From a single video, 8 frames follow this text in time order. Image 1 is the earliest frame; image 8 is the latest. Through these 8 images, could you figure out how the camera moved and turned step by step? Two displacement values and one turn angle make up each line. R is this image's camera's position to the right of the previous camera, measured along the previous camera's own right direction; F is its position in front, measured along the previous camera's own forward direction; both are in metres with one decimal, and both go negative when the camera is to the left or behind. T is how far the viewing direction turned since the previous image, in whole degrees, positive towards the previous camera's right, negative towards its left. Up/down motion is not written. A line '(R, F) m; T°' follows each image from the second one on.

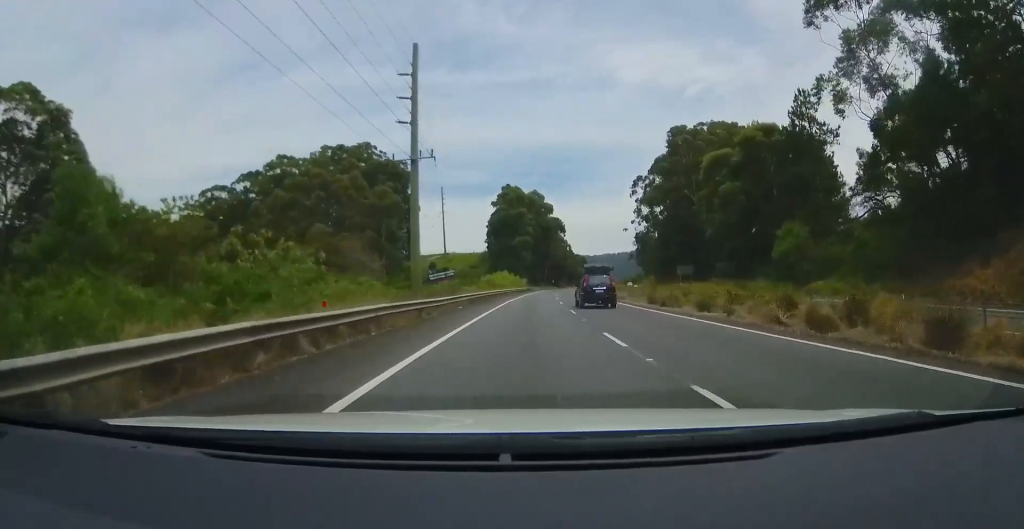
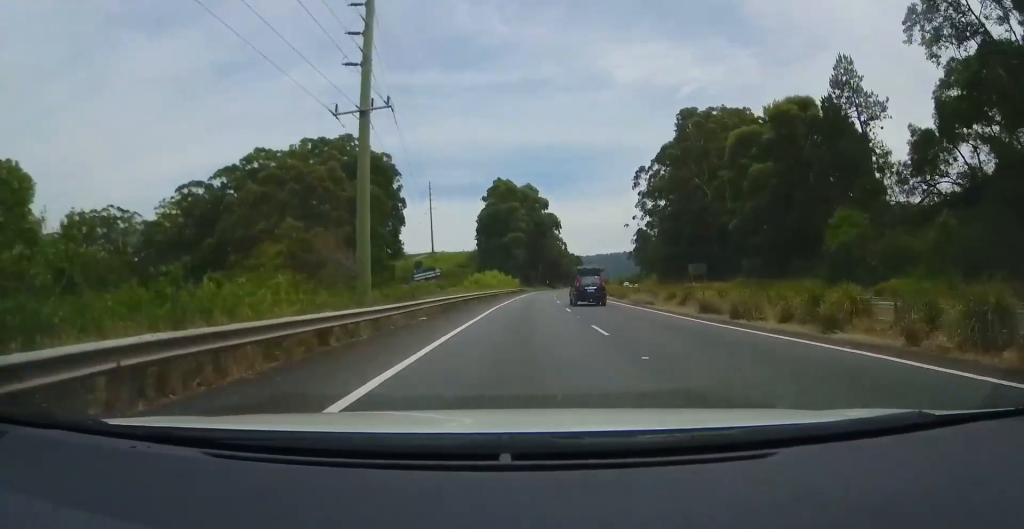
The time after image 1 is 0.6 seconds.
(-0.3, +9.7) m; 0°
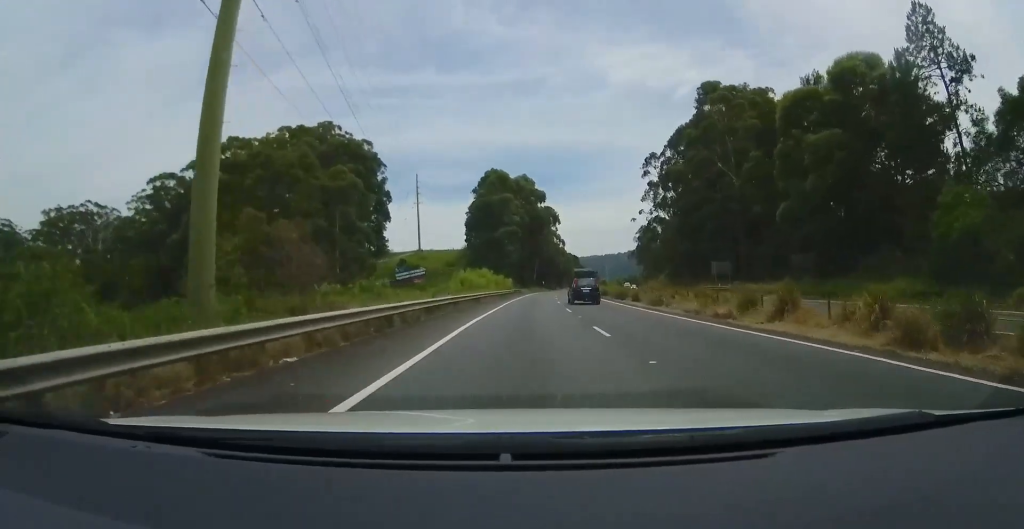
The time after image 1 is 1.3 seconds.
(+0.1, +12.5) m; +1°
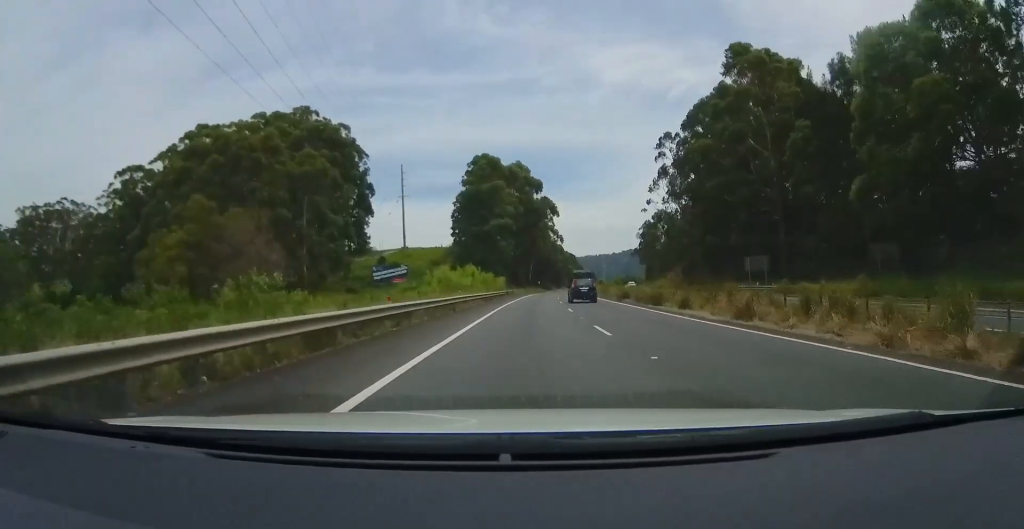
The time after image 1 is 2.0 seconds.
(+0.1, +11.7) m; +1°
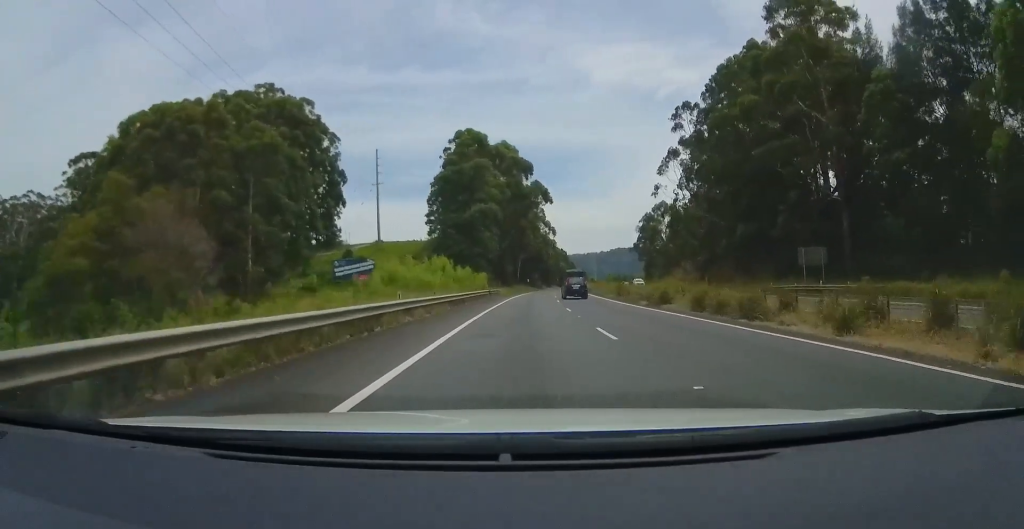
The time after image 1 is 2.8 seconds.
(-0.1, +13.8) m; +1°
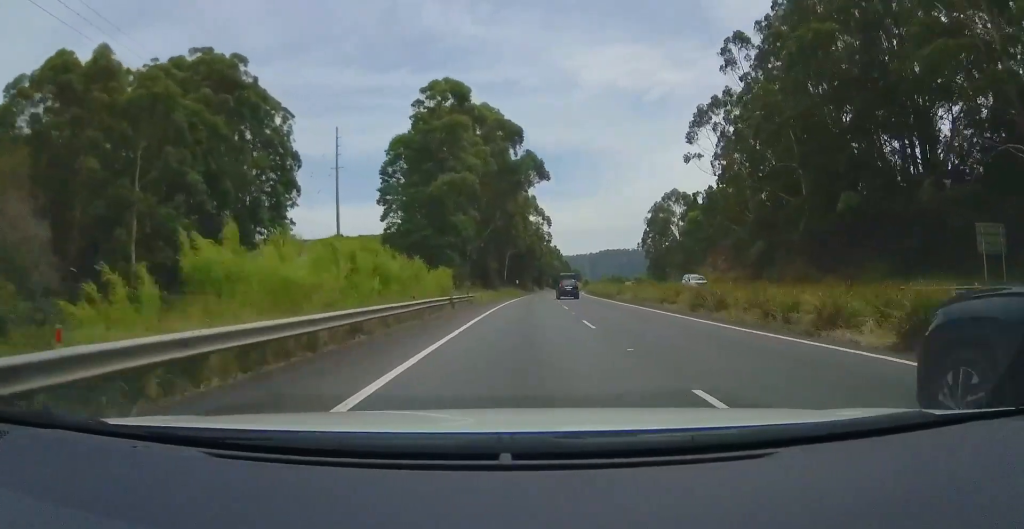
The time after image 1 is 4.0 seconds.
(+0.8, +21.0) m; +3°
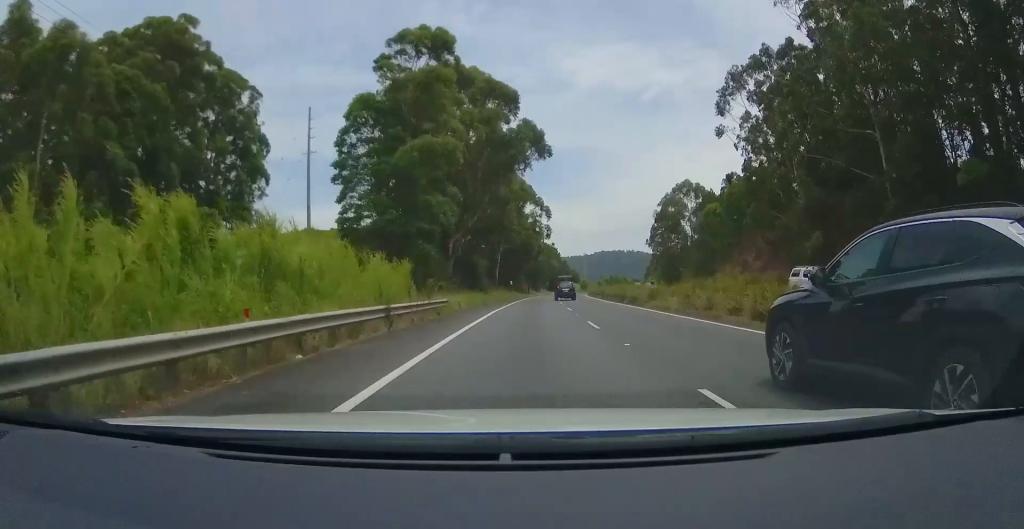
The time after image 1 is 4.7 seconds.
(+0.4, +12.8) m; 0°
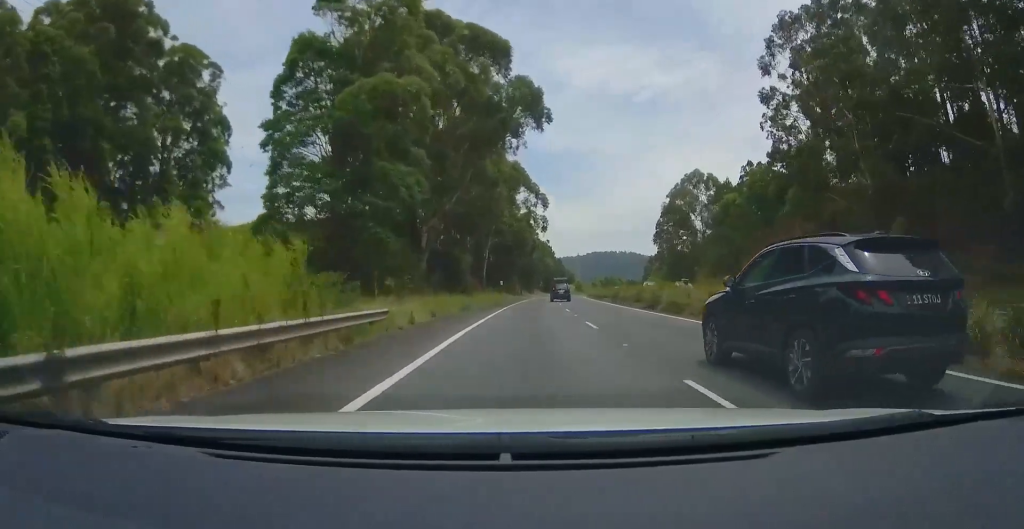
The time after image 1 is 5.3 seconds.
(-0.3, +11.4) m; -1°
